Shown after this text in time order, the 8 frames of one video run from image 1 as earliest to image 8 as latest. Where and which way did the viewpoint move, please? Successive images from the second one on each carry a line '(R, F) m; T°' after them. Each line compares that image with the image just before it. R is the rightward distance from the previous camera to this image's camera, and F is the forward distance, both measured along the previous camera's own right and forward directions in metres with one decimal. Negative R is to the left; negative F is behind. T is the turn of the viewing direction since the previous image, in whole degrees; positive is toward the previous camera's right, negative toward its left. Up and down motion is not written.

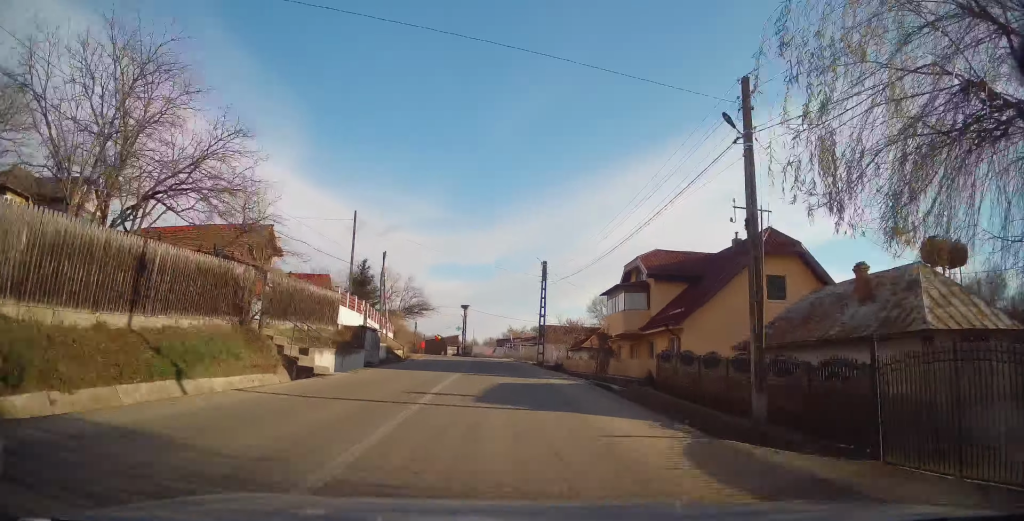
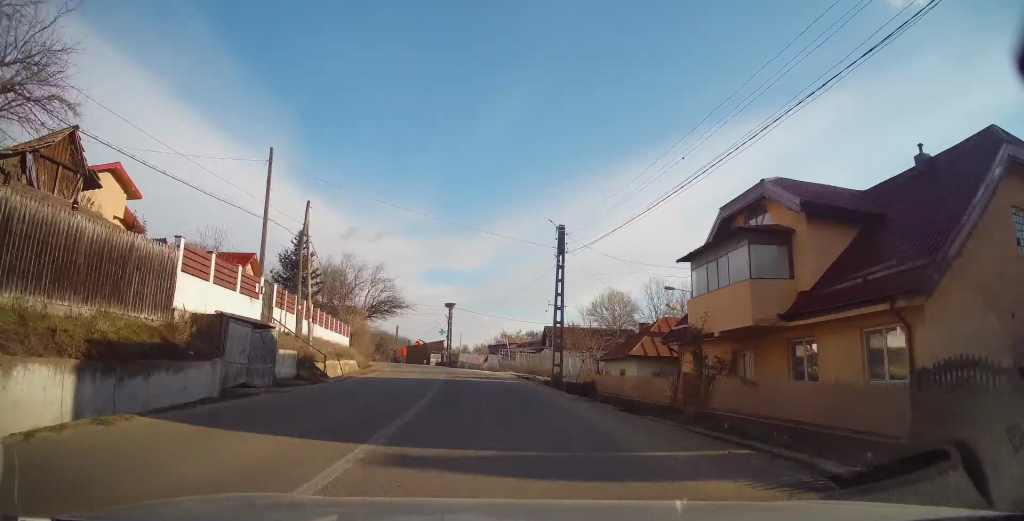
(+0.6, +14.3) m; +2°
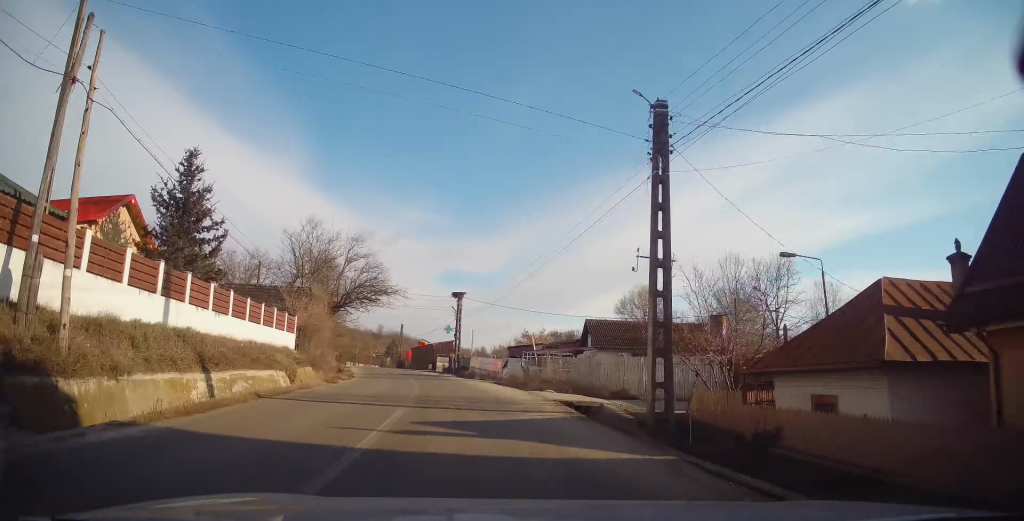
(-0.1, +14.6) m; -3°
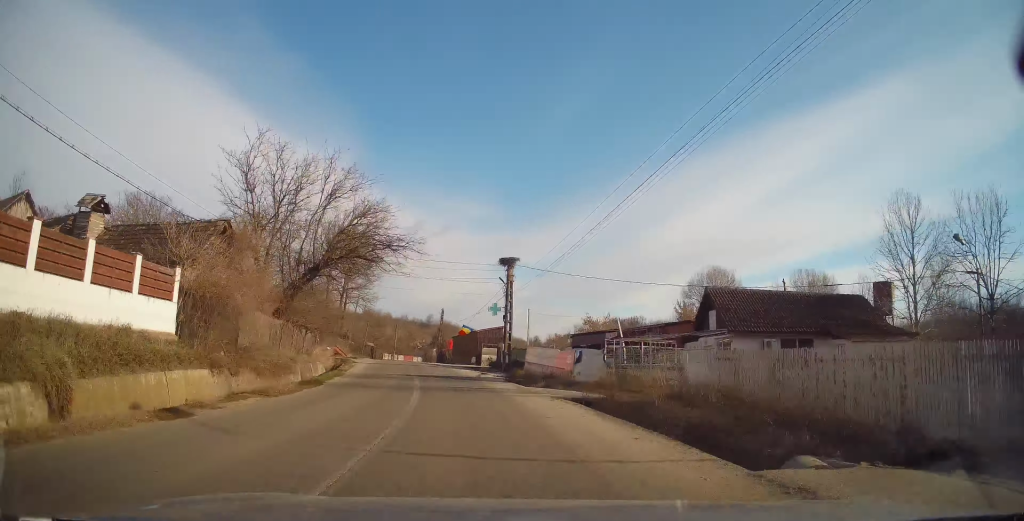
(-0.6, +14.5) m; -3°
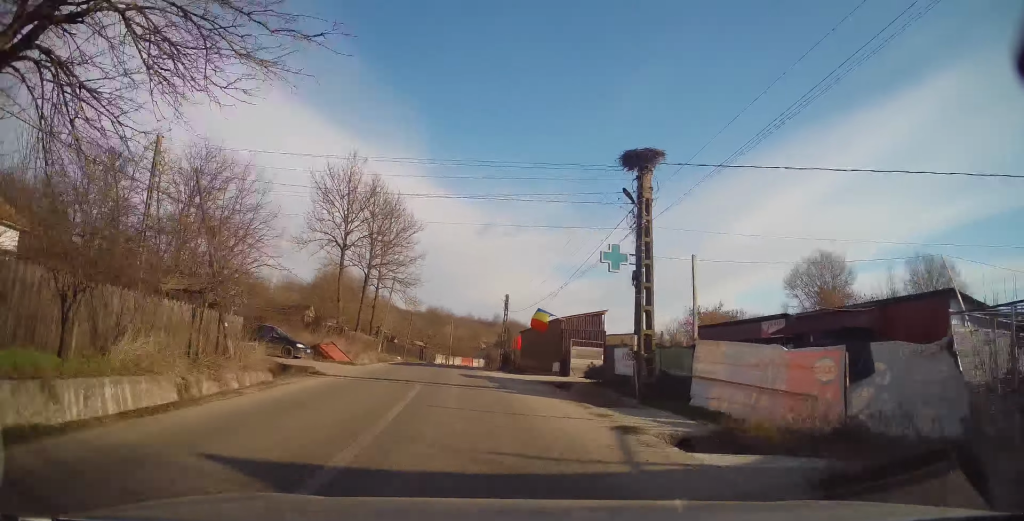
(-0.9, +19.8) m; -8°
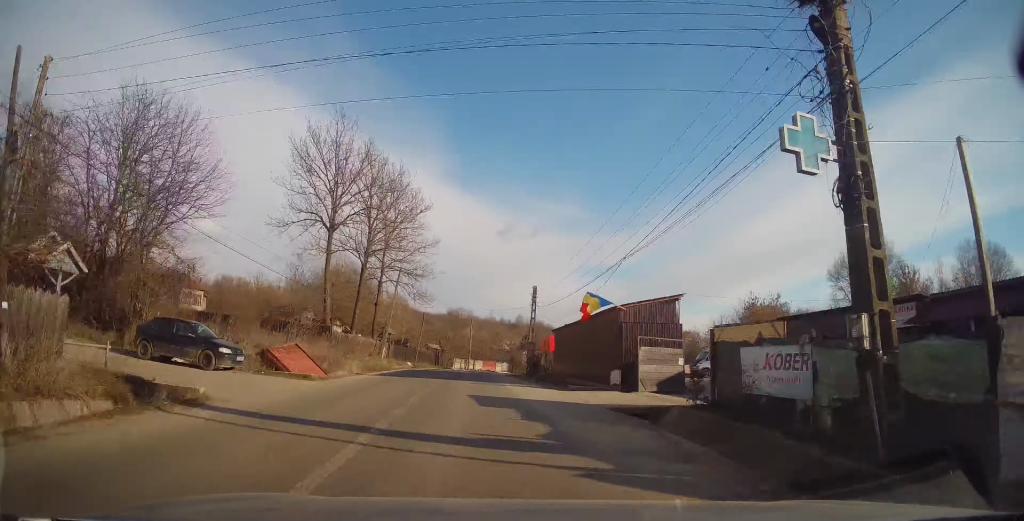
(-0.3, +9.7) m; -5°
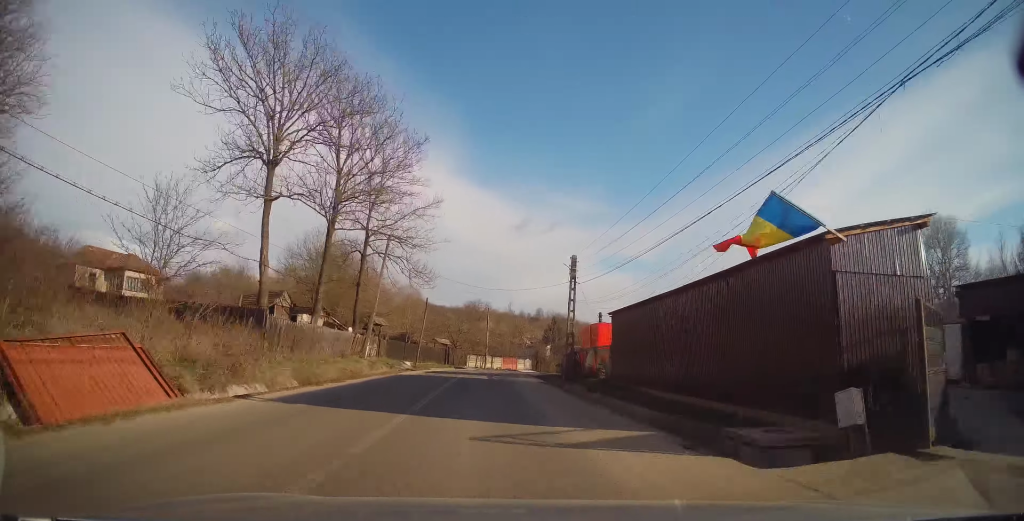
(-0.8, +13.5) m; -1°
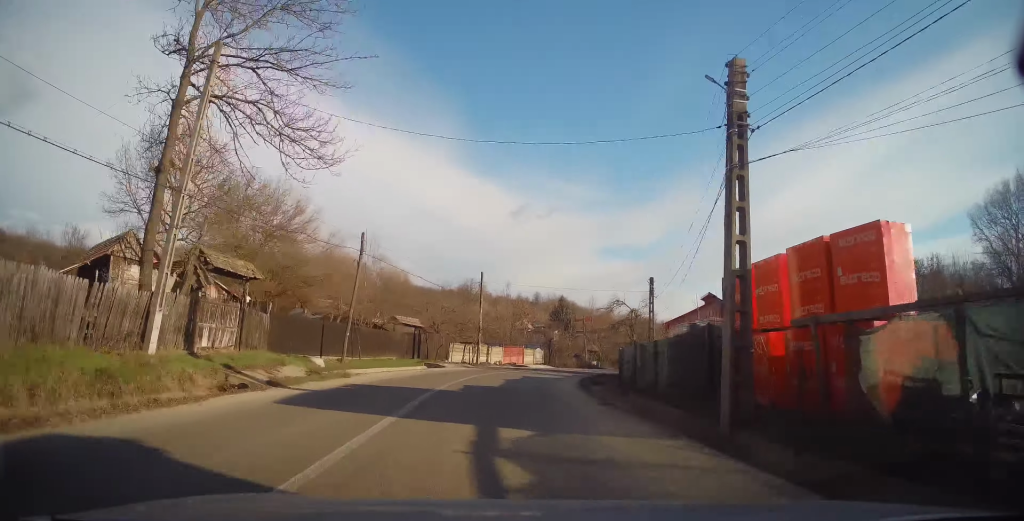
(+0.7, +23.1) m; +2°
